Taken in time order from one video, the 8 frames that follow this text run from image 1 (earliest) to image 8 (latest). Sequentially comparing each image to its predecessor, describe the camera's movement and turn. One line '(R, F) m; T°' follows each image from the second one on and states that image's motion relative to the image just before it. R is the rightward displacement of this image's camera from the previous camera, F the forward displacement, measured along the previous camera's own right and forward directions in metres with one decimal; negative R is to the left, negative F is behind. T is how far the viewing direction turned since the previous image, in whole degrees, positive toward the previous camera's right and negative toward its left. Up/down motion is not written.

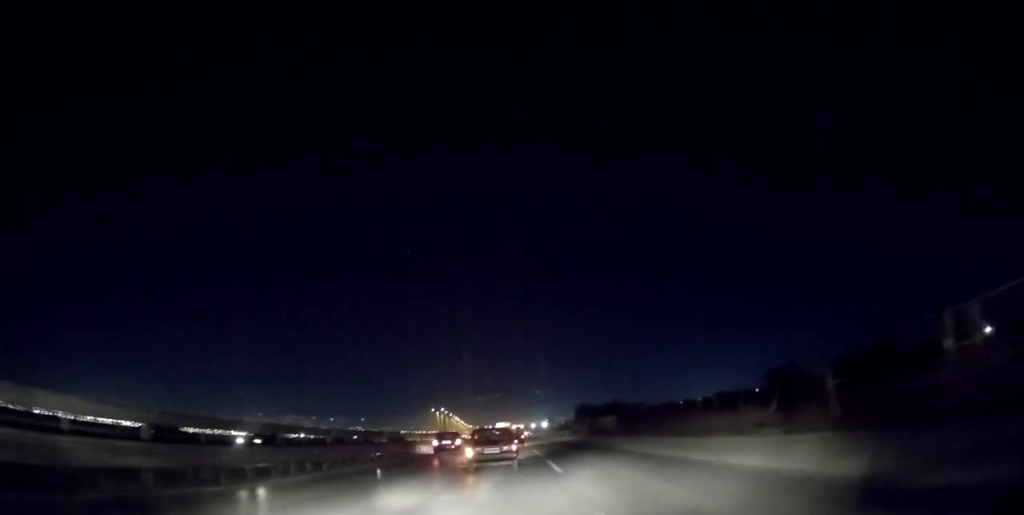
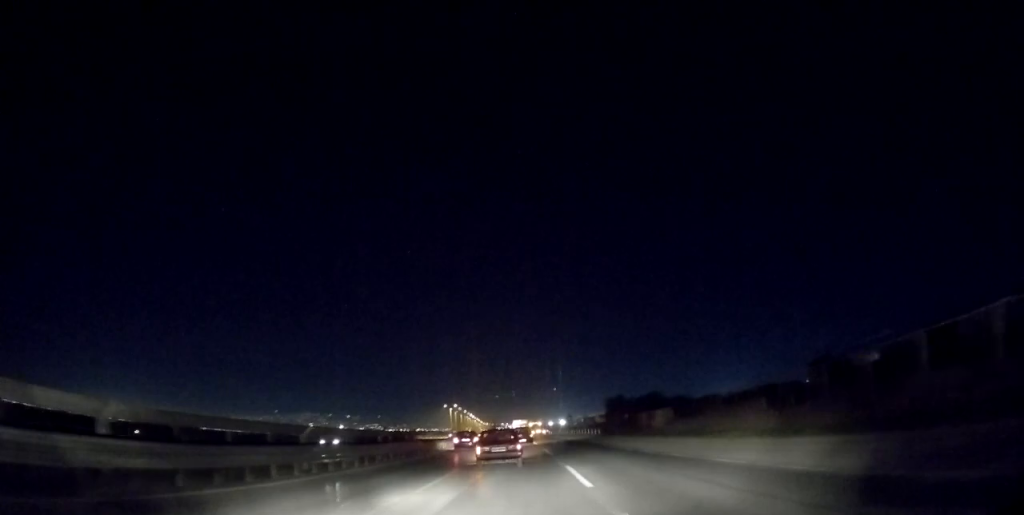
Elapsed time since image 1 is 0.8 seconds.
(+0.6, +14.3) m; 0°
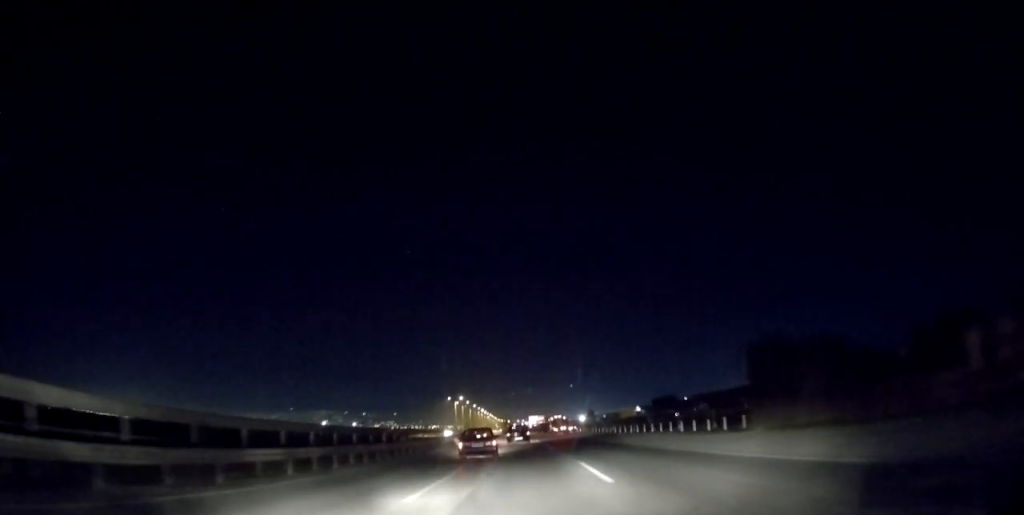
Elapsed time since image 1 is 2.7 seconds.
(-1.0, +33.8) m; -3°
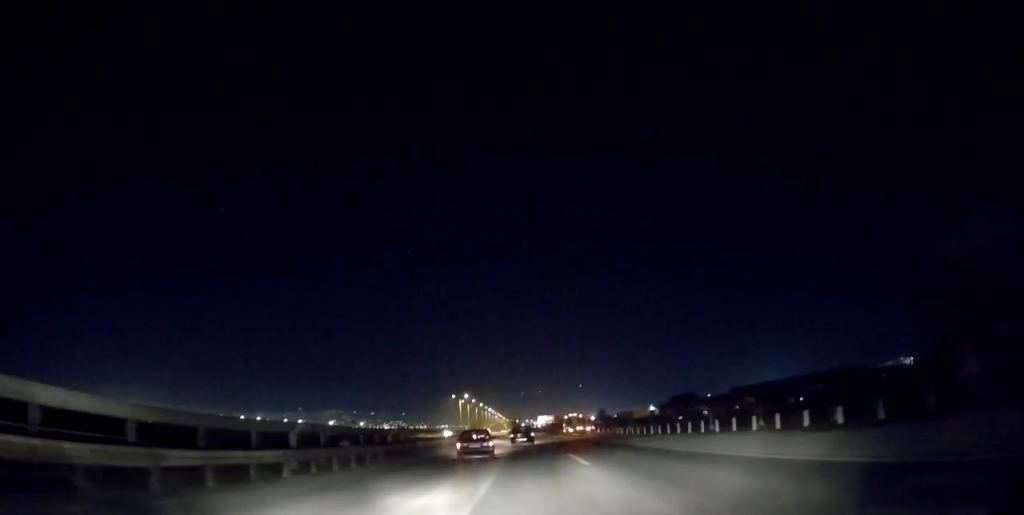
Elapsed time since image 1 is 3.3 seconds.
(-0.1, +12.1) m; -1°
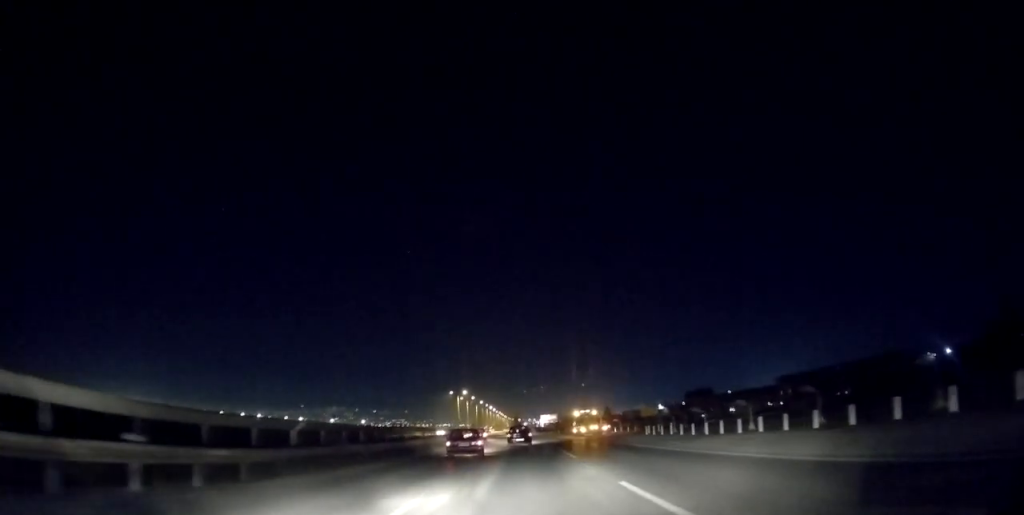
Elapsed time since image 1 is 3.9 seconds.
(-0.3, +12.0) m; -1°
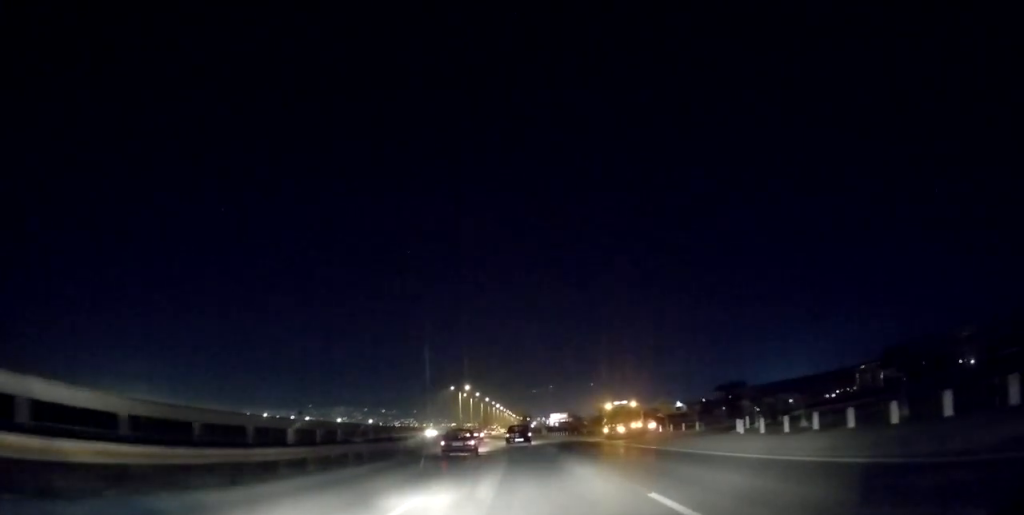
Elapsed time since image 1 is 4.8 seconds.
(+0.1, +17.7) m; 0°
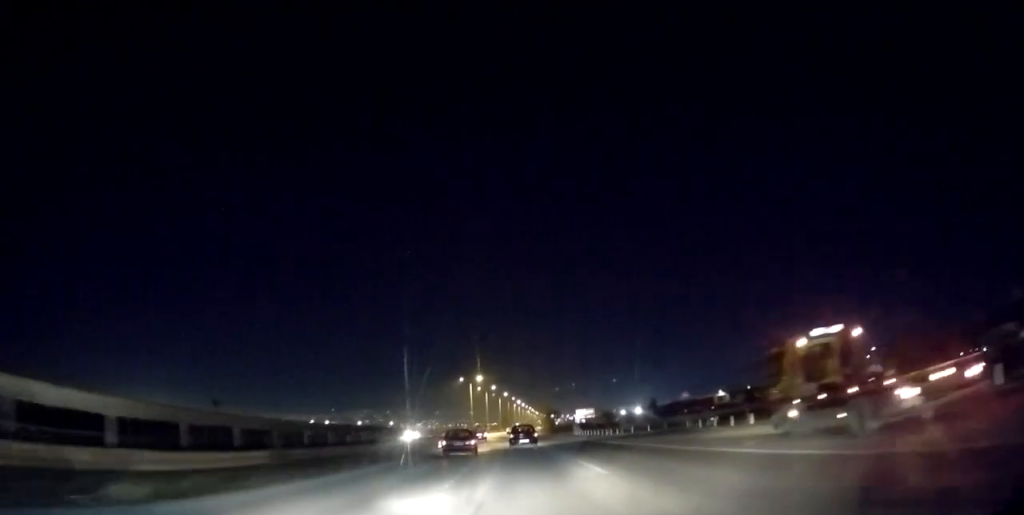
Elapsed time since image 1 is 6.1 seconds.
(-0.1, +27.5) m; -2°
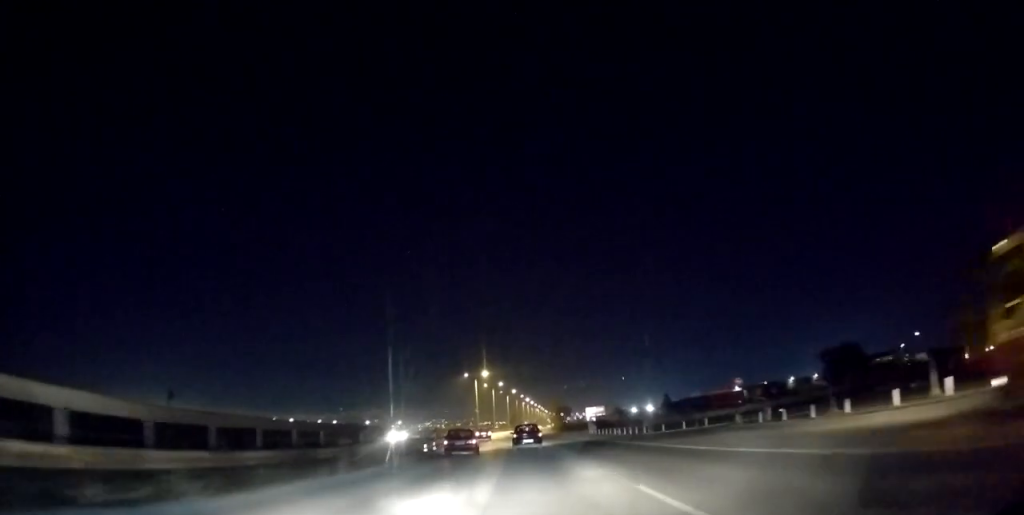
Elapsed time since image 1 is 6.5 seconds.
(-0.3, +9.1) m; -1°
